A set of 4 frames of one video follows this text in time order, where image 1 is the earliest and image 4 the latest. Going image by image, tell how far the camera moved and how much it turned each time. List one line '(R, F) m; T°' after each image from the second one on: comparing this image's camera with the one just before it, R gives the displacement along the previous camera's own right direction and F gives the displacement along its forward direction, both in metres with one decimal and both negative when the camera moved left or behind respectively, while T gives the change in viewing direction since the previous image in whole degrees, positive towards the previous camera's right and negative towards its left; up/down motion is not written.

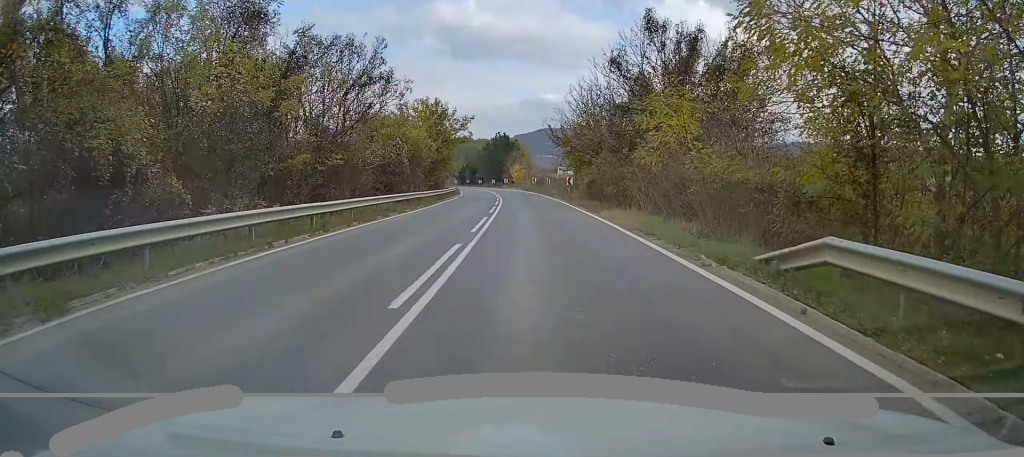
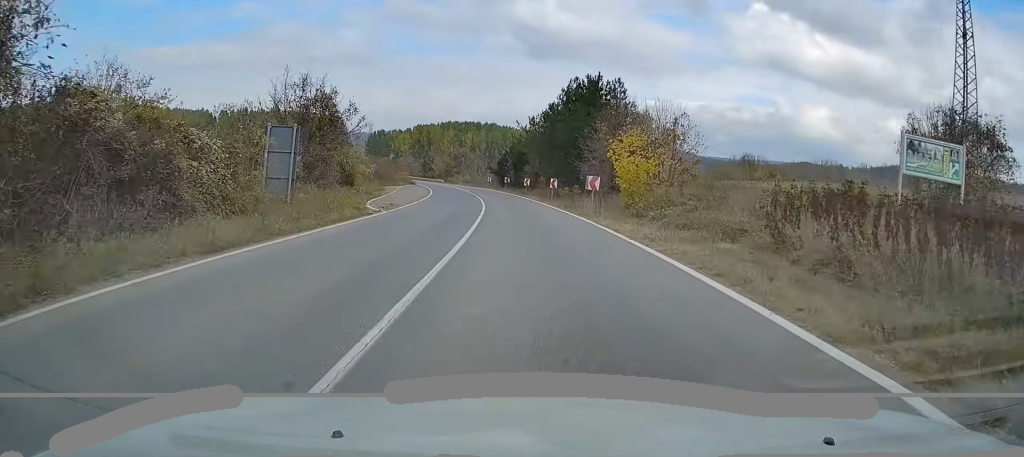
(-3.1, +78.6) m; -6°
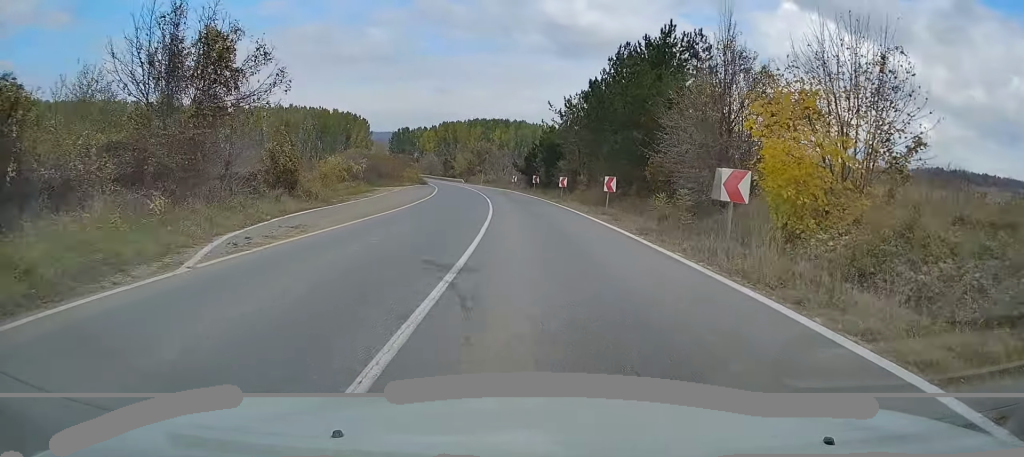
(-0.3, +17.0) m; -3°
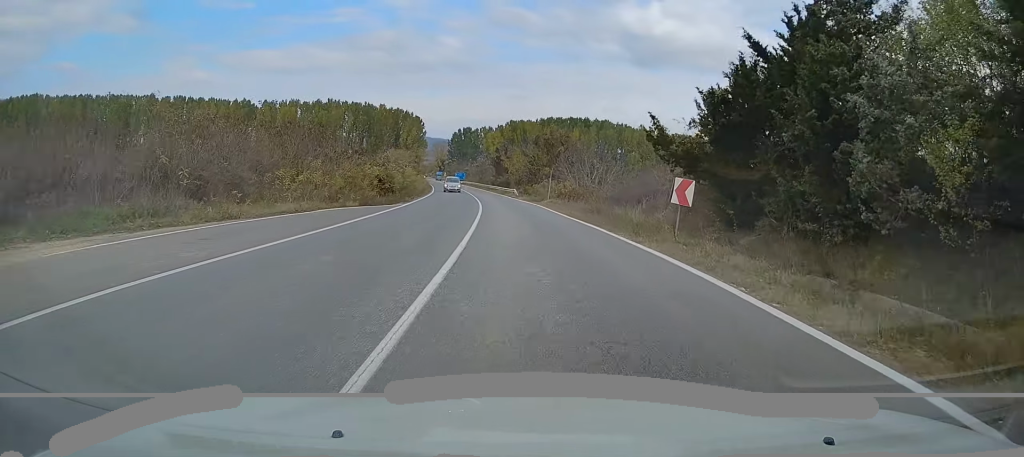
(-3.5, +57.0) m; -6°
